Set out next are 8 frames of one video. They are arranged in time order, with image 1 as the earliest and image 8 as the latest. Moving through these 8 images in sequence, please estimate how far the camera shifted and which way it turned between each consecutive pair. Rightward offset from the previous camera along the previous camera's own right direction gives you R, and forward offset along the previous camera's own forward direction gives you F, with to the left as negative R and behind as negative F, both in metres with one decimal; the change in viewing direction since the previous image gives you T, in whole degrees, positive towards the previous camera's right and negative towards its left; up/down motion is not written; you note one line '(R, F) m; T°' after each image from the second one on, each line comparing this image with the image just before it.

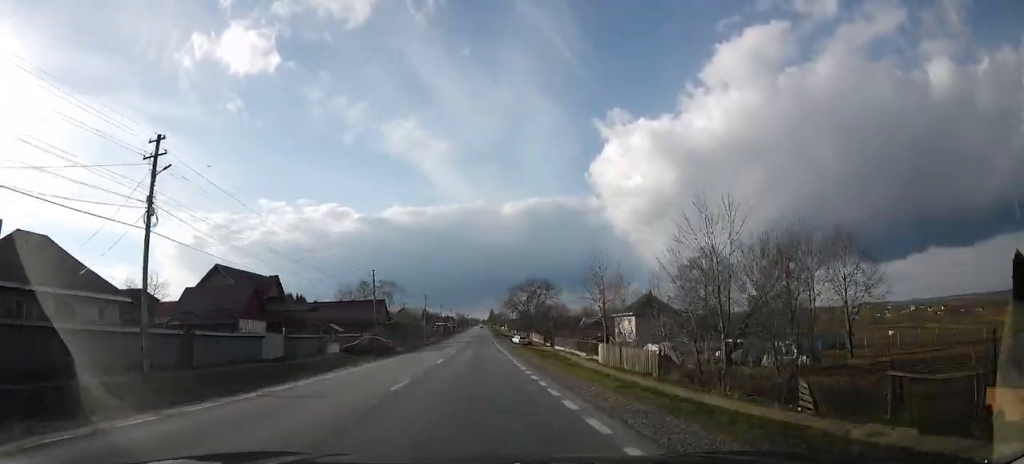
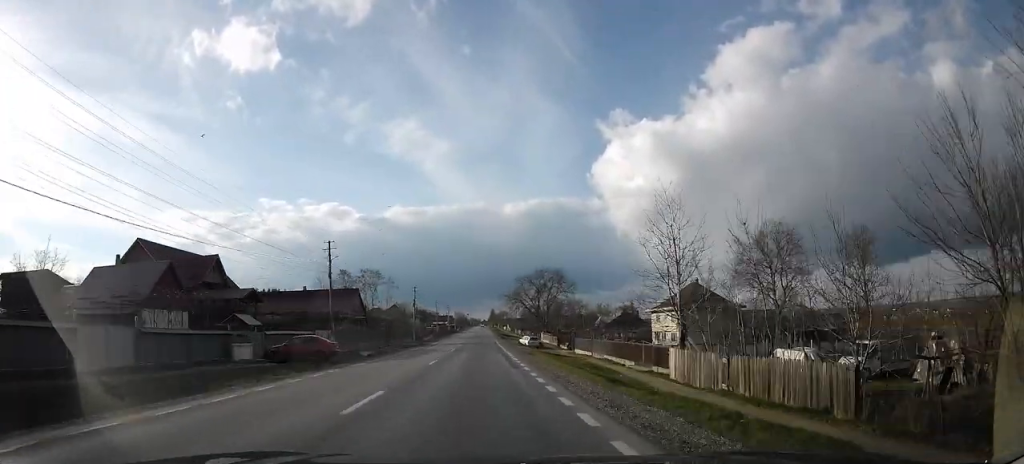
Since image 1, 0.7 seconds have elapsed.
(+0.2, +15.9) m; 0°
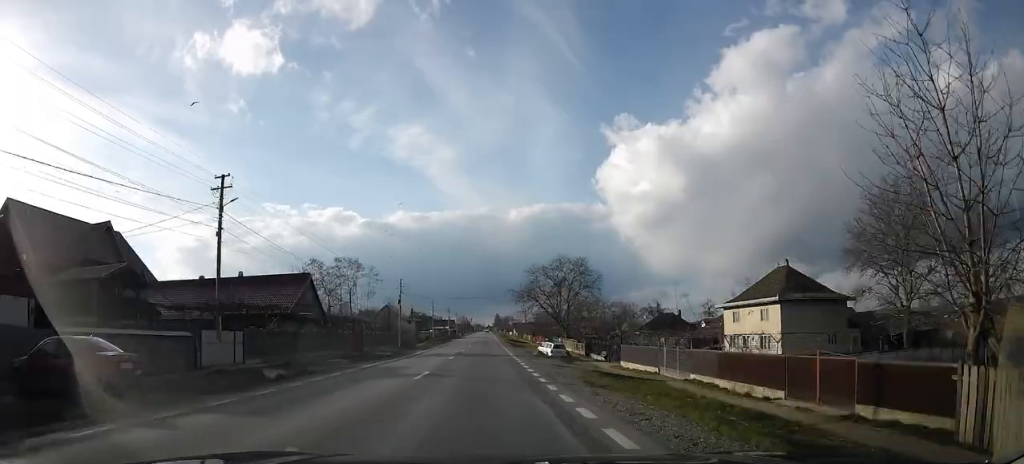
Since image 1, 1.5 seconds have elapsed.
(0.0, +17.4) m; 0°
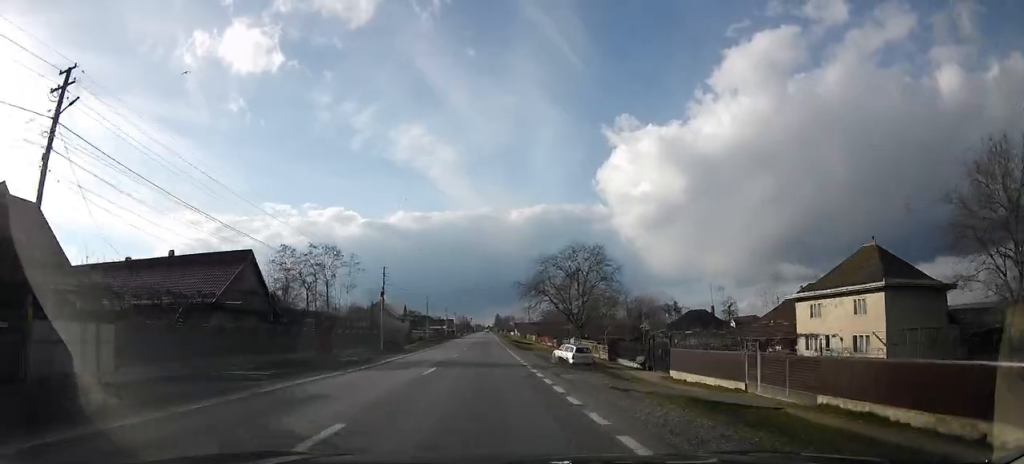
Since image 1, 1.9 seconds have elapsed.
(0.0, +10.6) m; 0°
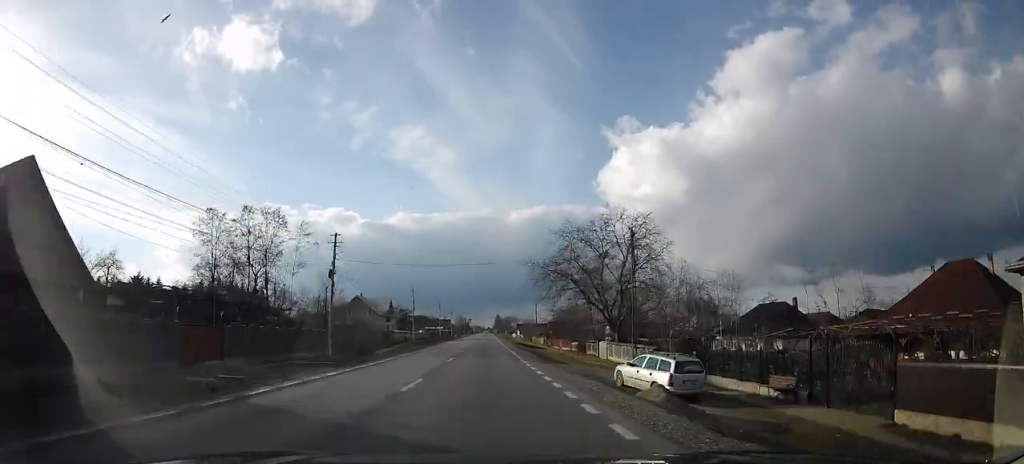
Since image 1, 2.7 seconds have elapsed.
(0.0, +17.4) m; 0°
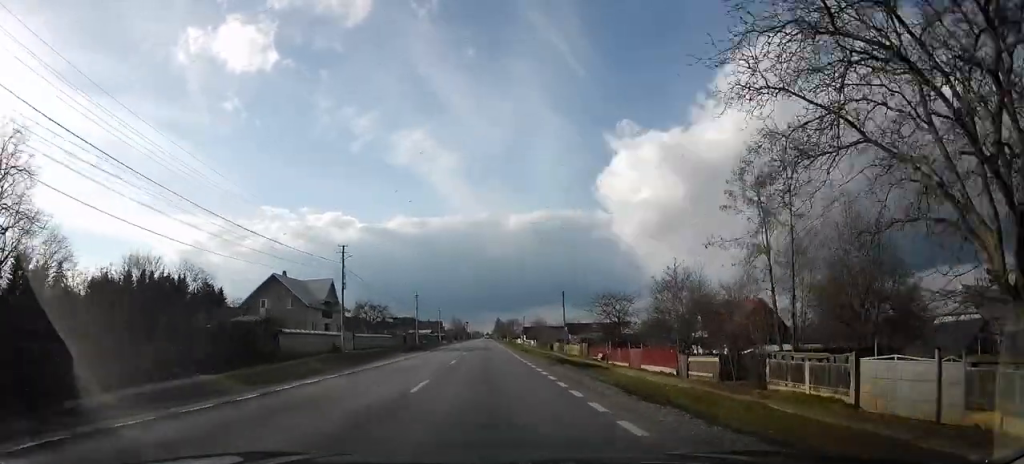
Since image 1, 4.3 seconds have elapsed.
(-0.1, +37.0) m; 0°
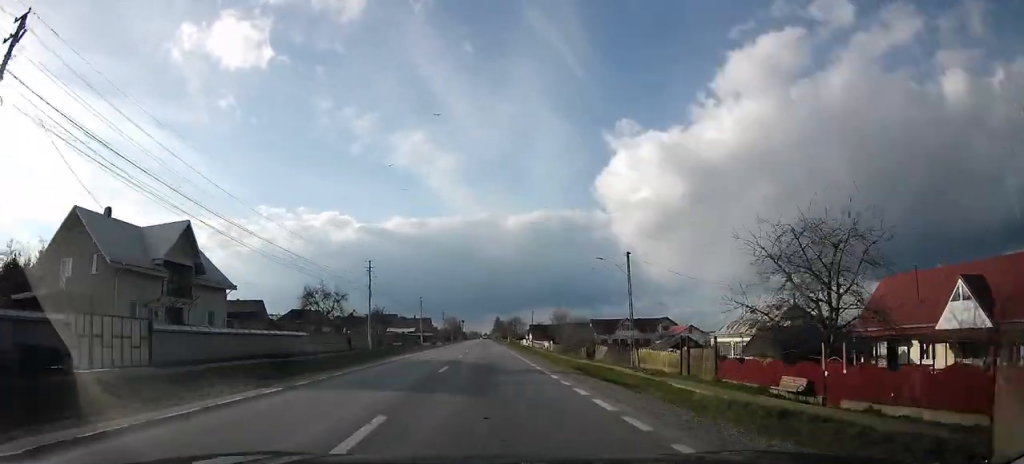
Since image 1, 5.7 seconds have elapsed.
(0.0, +30.8) m; 0°
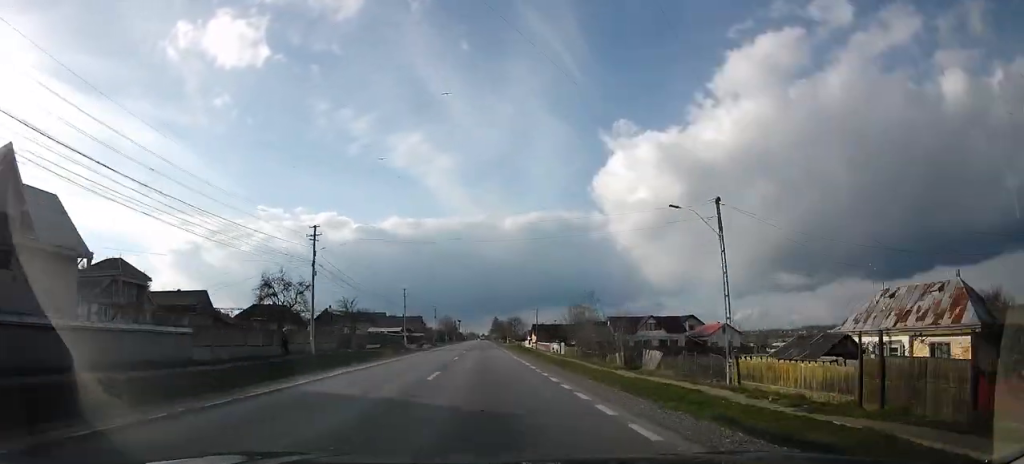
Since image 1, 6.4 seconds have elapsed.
(0.0, +15.0) m; 0°
